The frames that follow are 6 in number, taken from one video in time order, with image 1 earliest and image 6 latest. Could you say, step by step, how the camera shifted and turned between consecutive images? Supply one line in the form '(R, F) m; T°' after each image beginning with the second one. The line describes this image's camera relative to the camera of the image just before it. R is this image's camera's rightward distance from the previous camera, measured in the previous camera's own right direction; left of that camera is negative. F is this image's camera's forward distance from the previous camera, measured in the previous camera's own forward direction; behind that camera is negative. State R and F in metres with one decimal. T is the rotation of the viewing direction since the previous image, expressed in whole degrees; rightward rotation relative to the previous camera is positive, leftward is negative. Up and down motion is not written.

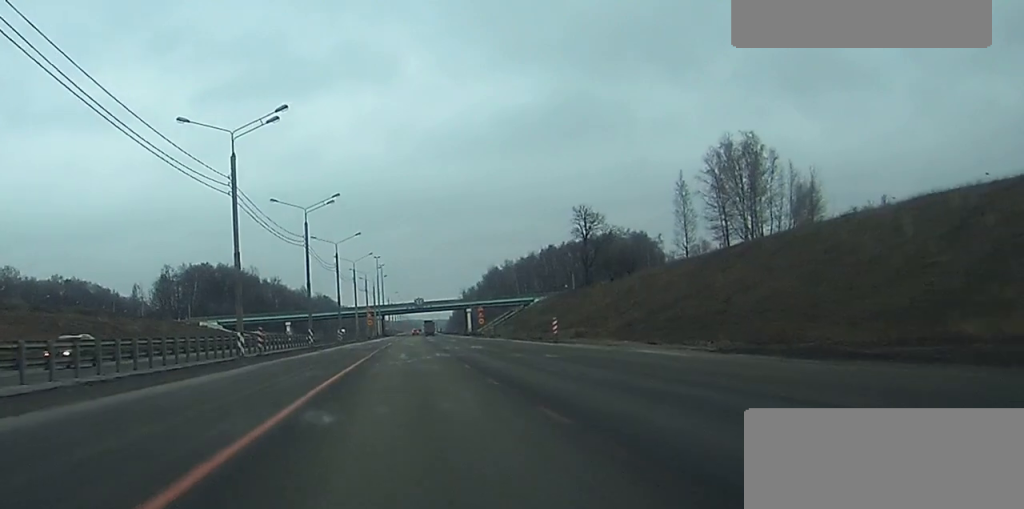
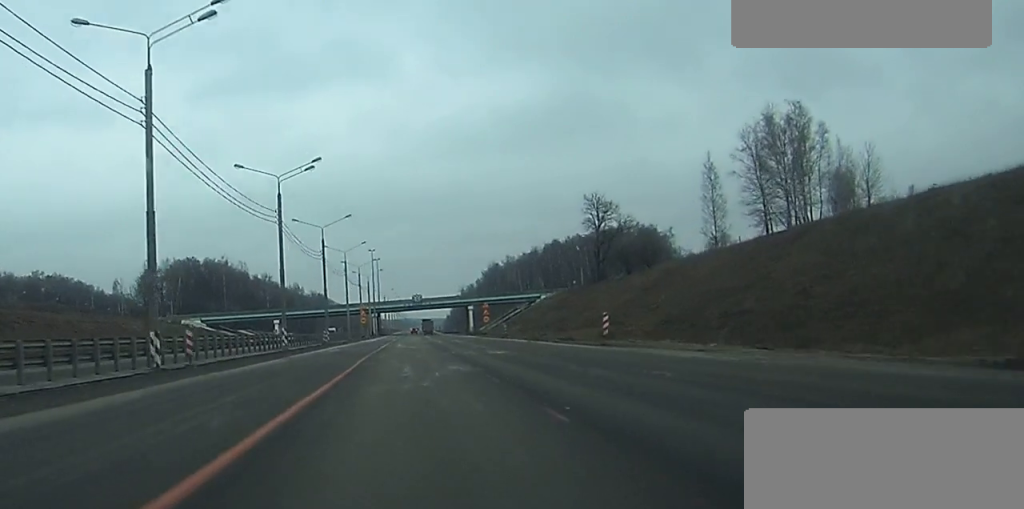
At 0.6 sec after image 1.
(+0.1, +16.1) m; 0°
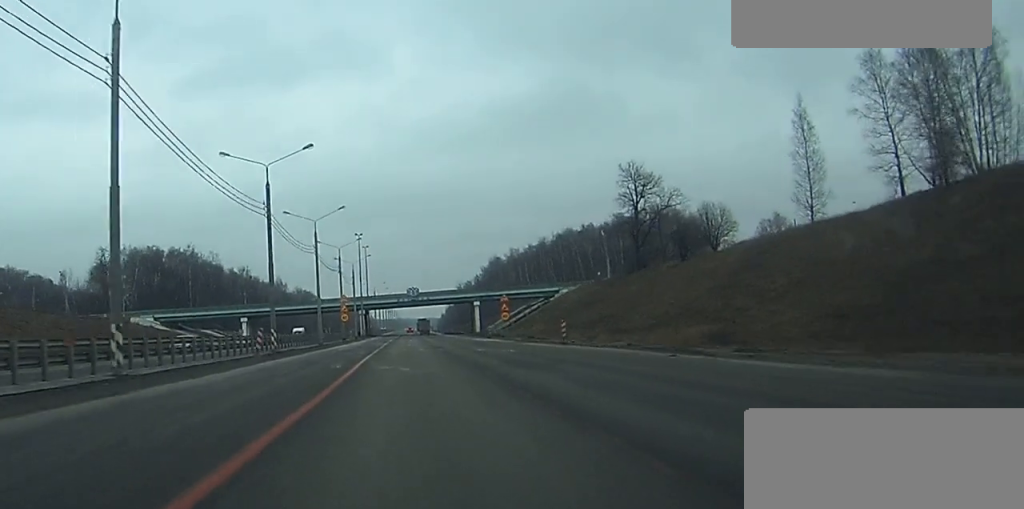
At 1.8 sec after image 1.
(+0.2, +36.0) m; 0°
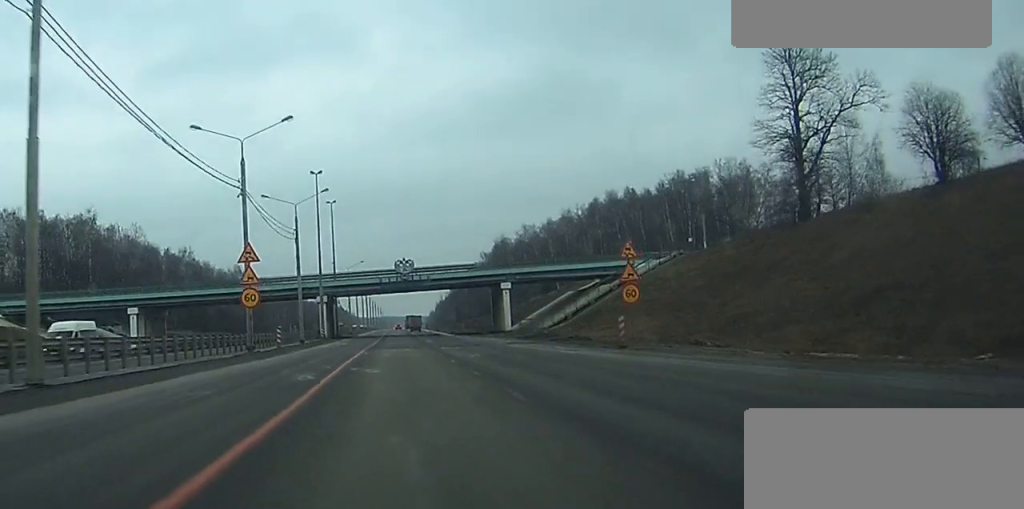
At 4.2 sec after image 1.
(+0.1, +68.6) m; 0°
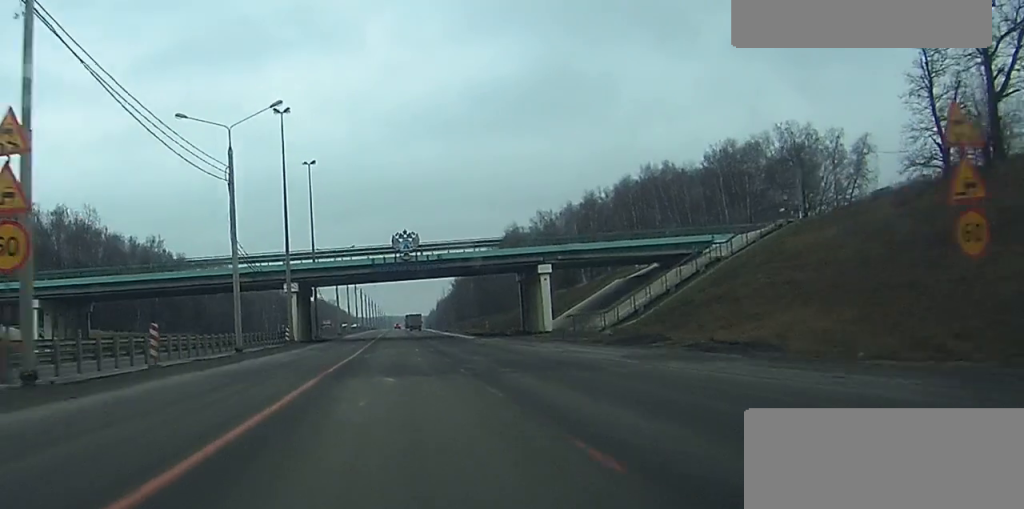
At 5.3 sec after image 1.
(+0.1, +31.6) m; 0°
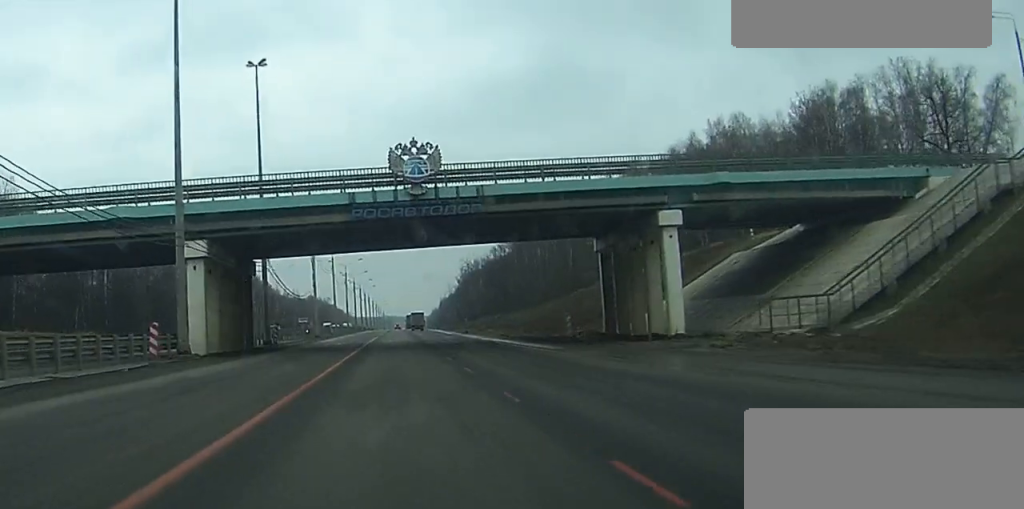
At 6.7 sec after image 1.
(+0.2, +39.3) m; 0°
